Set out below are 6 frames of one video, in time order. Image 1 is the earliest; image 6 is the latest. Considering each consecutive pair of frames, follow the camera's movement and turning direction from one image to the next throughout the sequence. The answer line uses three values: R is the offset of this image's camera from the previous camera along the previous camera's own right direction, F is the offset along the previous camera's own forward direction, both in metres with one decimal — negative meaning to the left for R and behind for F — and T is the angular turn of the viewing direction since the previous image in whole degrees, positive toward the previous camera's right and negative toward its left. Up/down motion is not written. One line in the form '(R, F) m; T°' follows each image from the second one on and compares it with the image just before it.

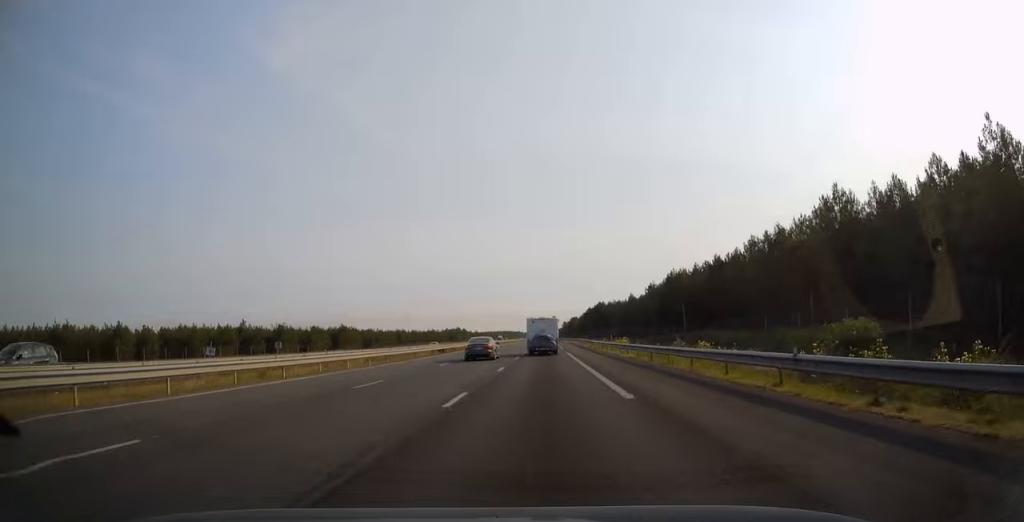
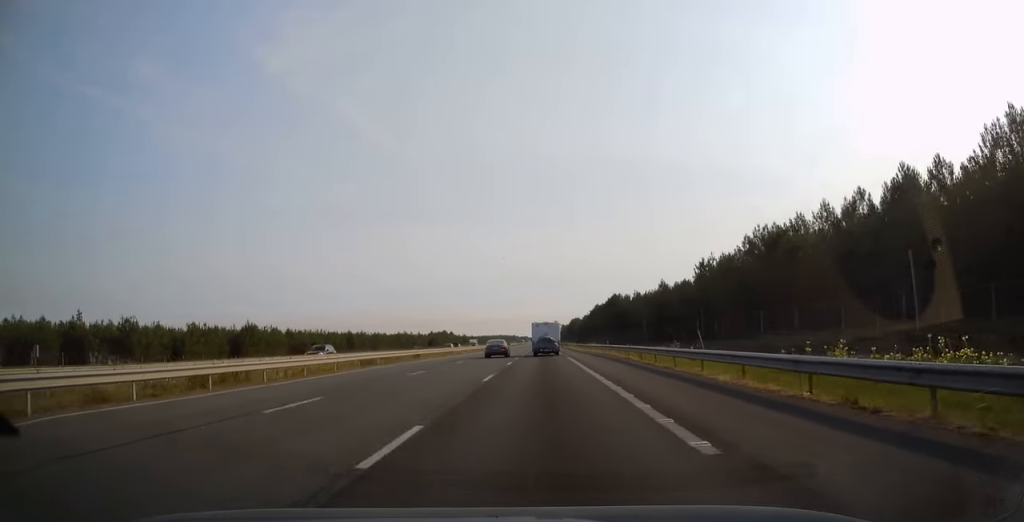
(-0.1, +57.8) m; 0°
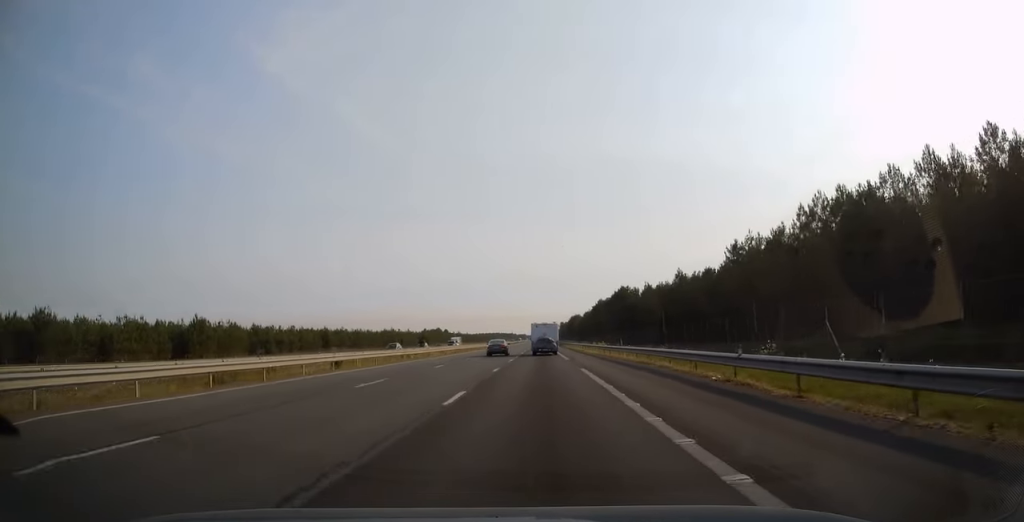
(+0.1, +19.7) m; 0°
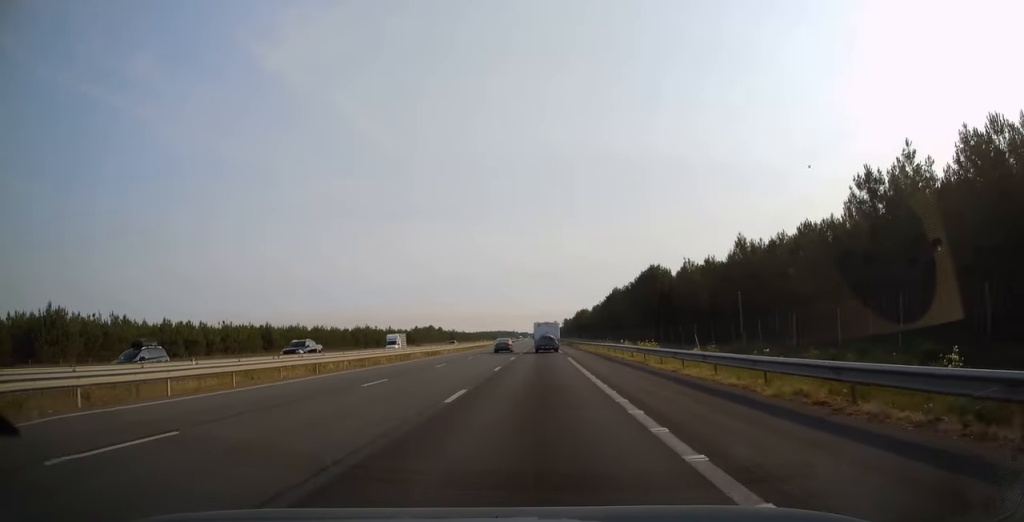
(-0.2, +38.4) m; 0°
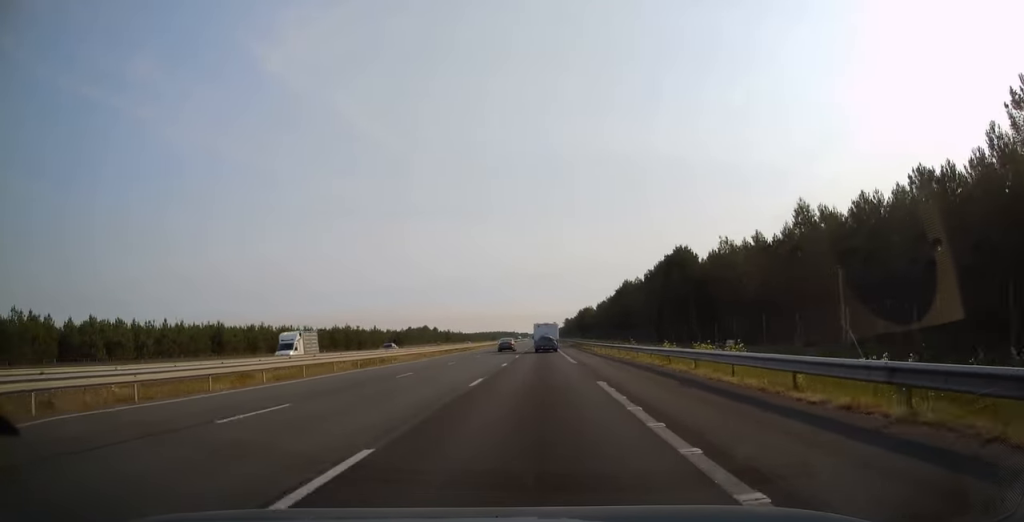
(+0.1, +21.7) m; 0°
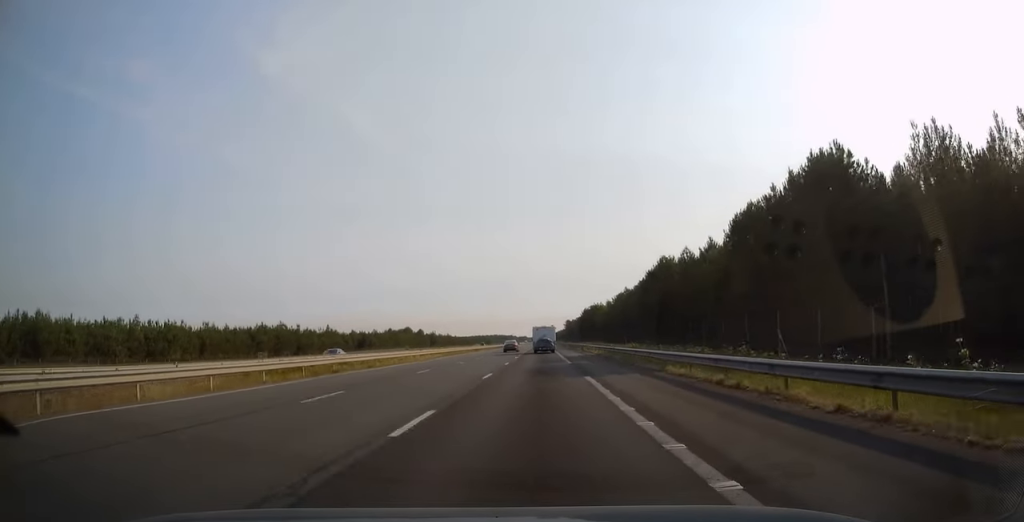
(-0.1, +47.9) m; 0°
